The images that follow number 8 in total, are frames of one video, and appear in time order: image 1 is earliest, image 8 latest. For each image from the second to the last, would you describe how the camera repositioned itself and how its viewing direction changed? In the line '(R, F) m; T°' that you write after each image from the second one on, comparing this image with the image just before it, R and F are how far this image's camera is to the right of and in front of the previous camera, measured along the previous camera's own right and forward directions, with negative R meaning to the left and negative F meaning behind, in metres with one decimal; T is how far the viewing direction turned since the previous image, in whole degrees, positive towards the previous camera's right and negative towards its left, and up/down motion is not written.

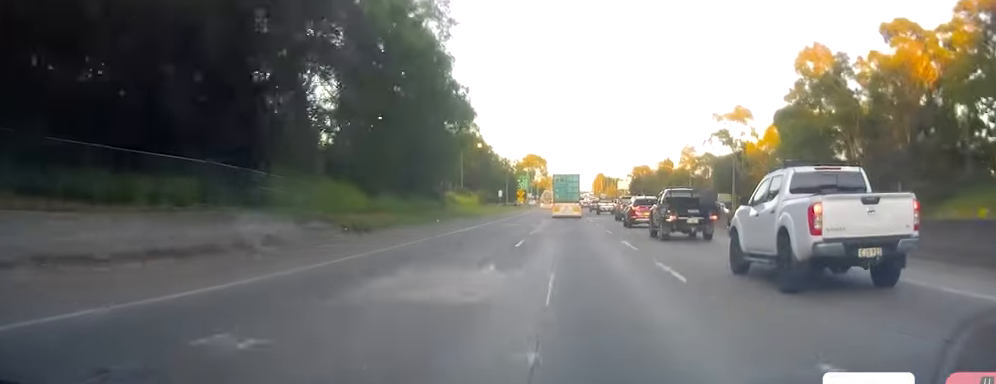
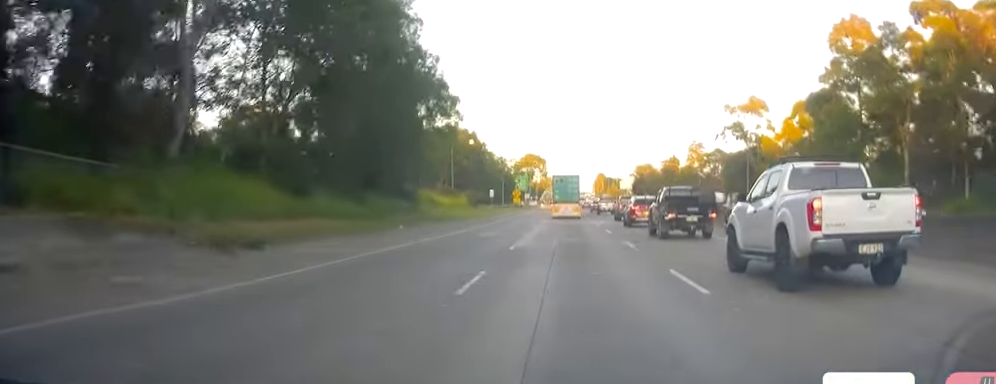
(+0.3, +12.7) m; +1°
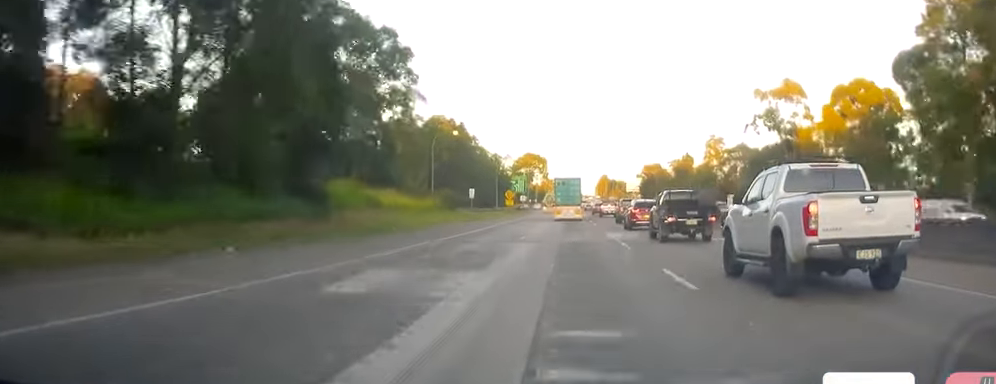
(+0.2, +21.7) m; 0°
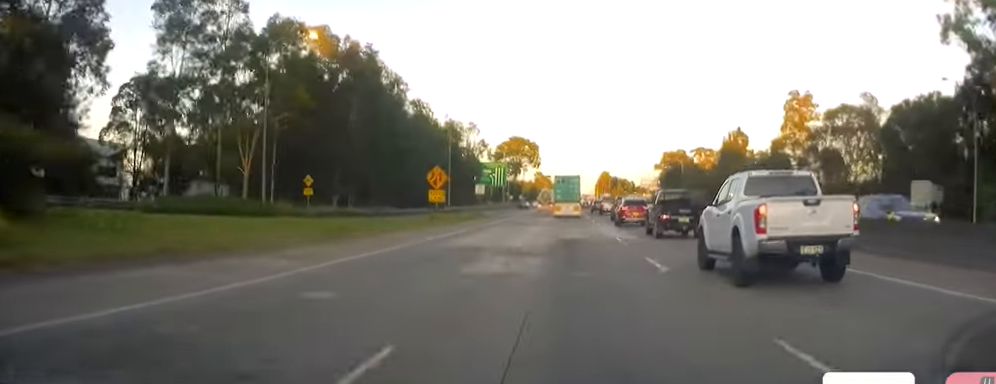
(-1.2, +63.4) m; -1°
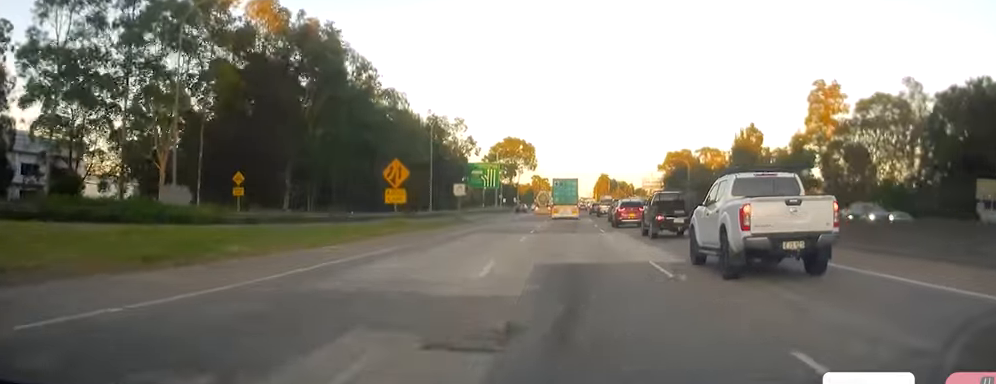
(+0.1, +12.0) m; 0°
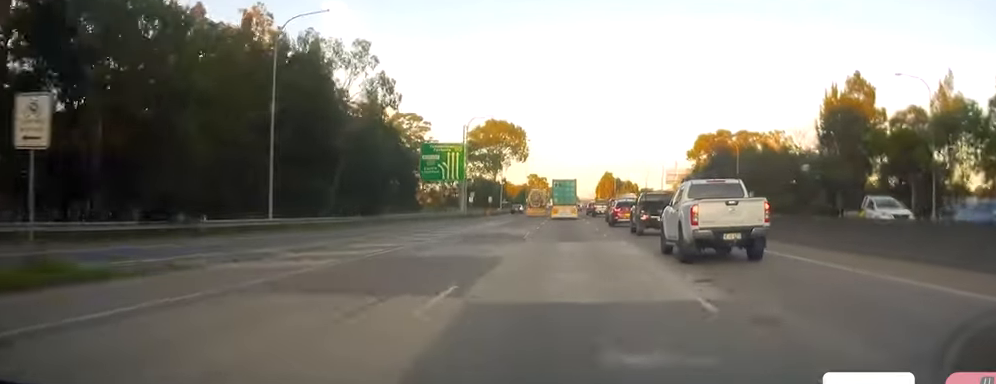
(-0.1, +47.7) m; 0°
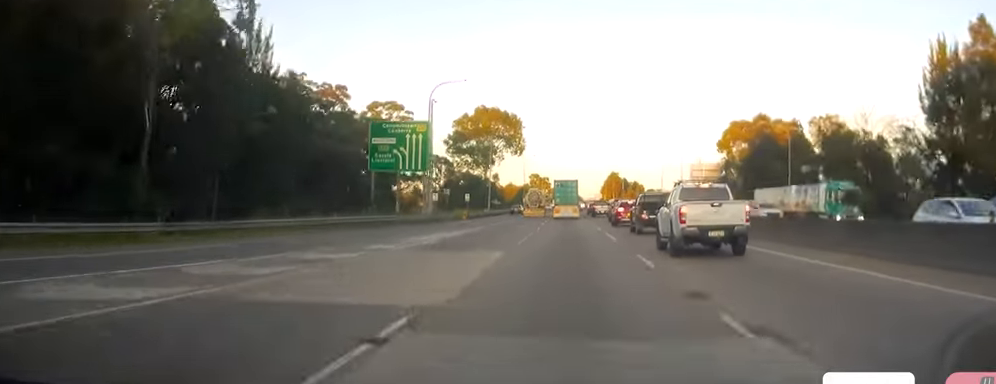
(+0.6, +26.2) m; +1°
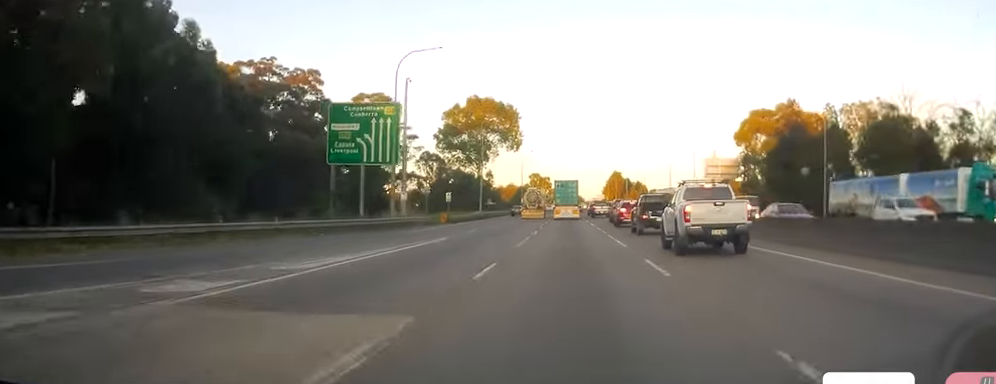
(0.0, +12.8) m; -1°
